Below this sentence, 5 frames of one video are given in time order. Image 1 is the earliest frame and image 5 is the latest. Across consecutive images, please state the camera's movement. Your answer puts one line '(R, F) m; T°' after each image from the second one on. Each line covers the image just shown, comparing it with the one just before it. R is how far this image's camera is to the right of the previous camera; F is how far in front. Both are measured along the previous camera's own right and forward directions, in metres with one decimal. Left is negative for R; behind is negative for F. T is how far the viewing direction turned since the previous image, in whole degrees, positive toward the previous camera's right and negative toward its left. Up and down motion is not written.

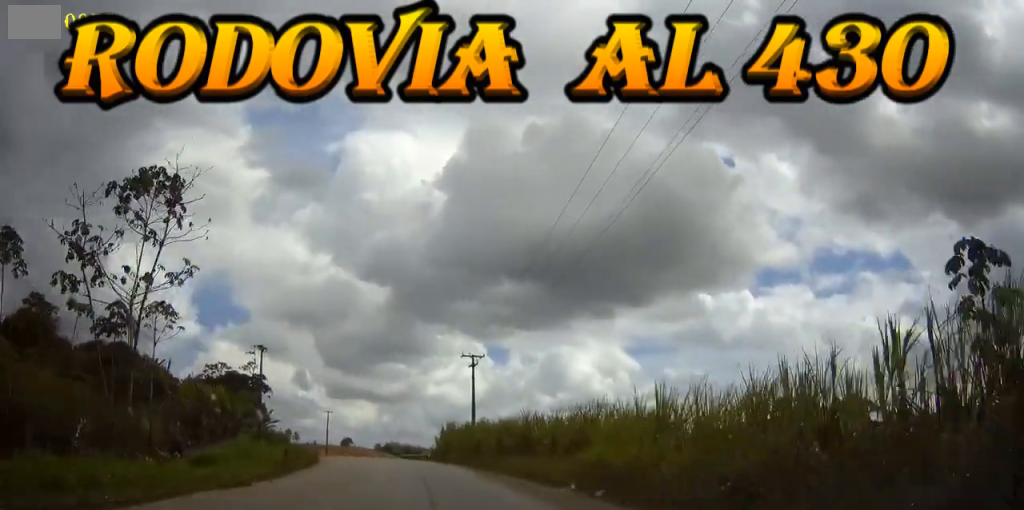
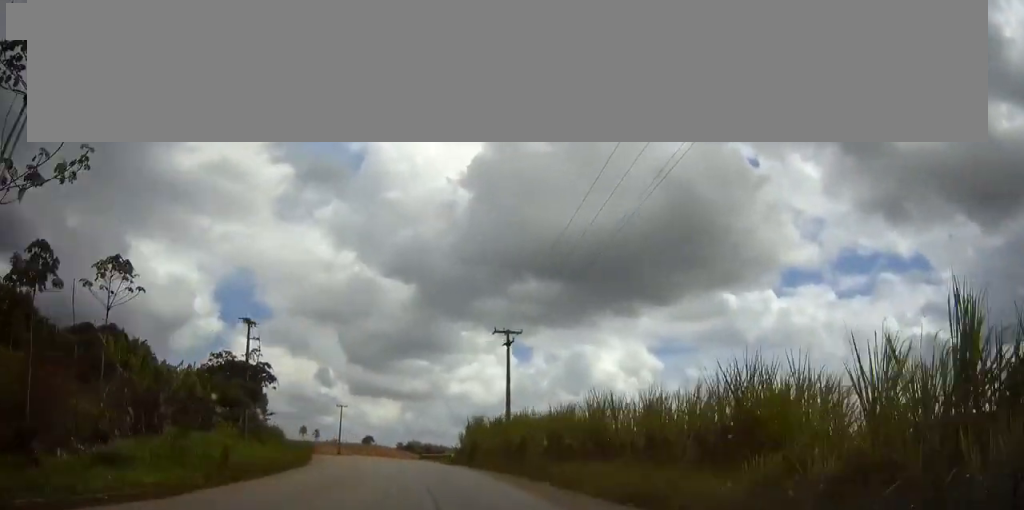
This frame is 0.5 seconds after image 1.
(-0.1, +11.4) m; -1°
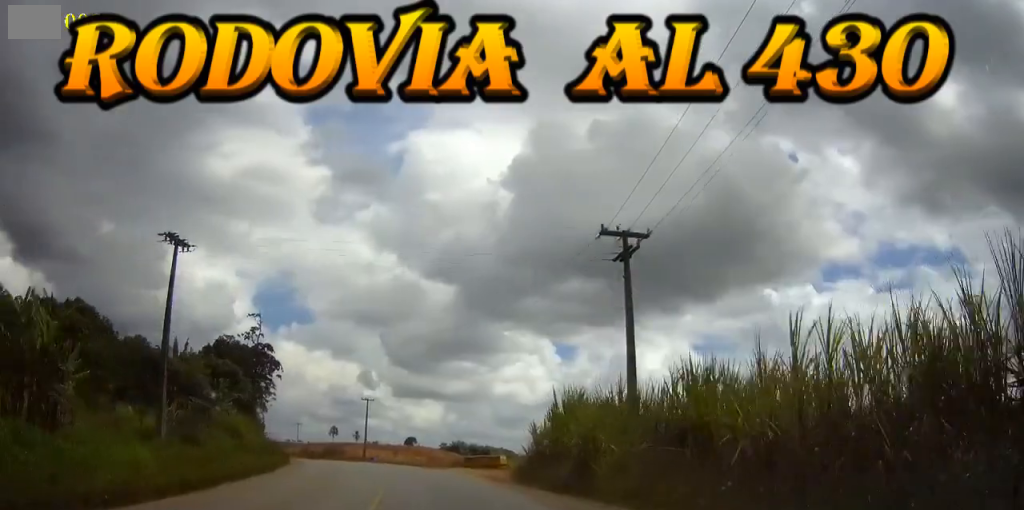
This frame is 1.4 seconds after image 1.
(-0.5, +22.3) m; -3°
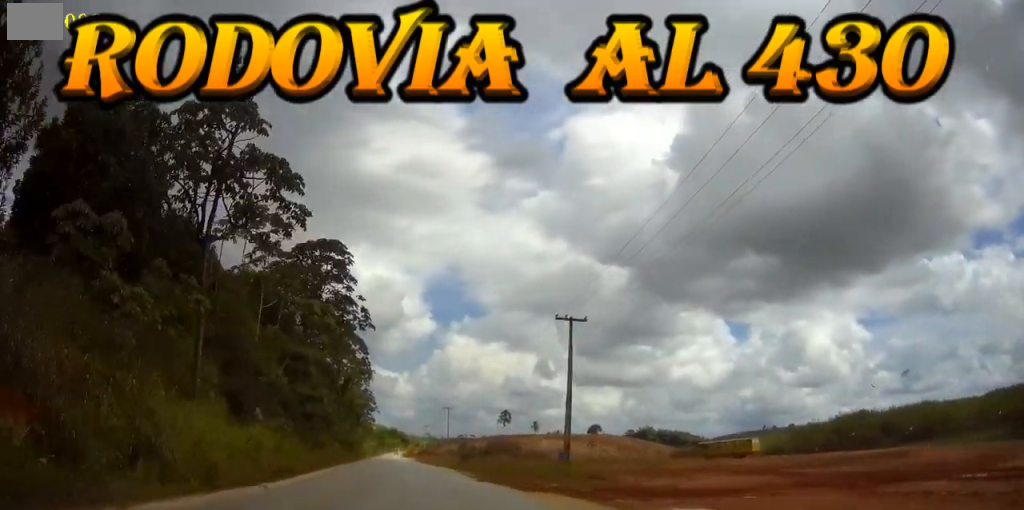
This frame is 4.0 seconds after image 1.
(-6.8, +58.8) m; -14°
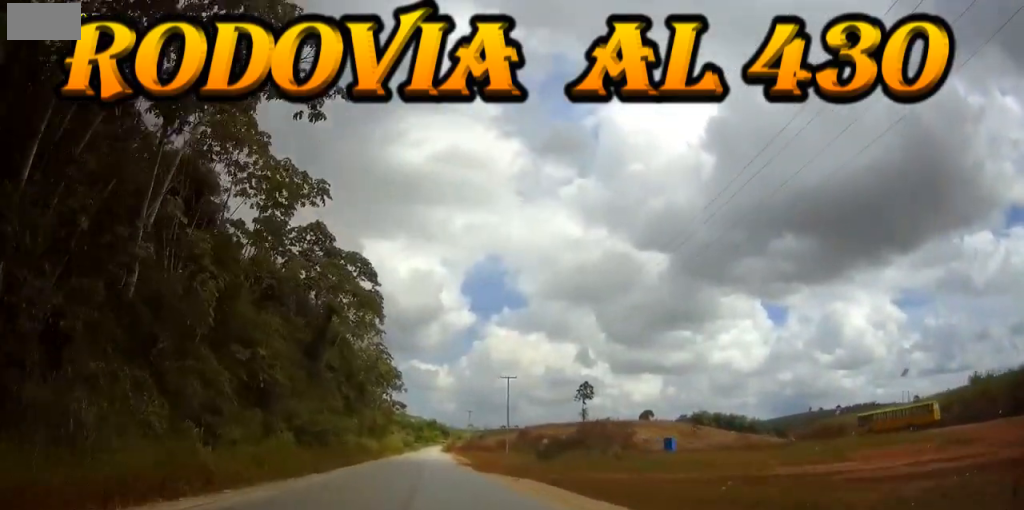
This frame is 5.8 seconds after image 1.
(-2.5, +38.9) m; -5°
